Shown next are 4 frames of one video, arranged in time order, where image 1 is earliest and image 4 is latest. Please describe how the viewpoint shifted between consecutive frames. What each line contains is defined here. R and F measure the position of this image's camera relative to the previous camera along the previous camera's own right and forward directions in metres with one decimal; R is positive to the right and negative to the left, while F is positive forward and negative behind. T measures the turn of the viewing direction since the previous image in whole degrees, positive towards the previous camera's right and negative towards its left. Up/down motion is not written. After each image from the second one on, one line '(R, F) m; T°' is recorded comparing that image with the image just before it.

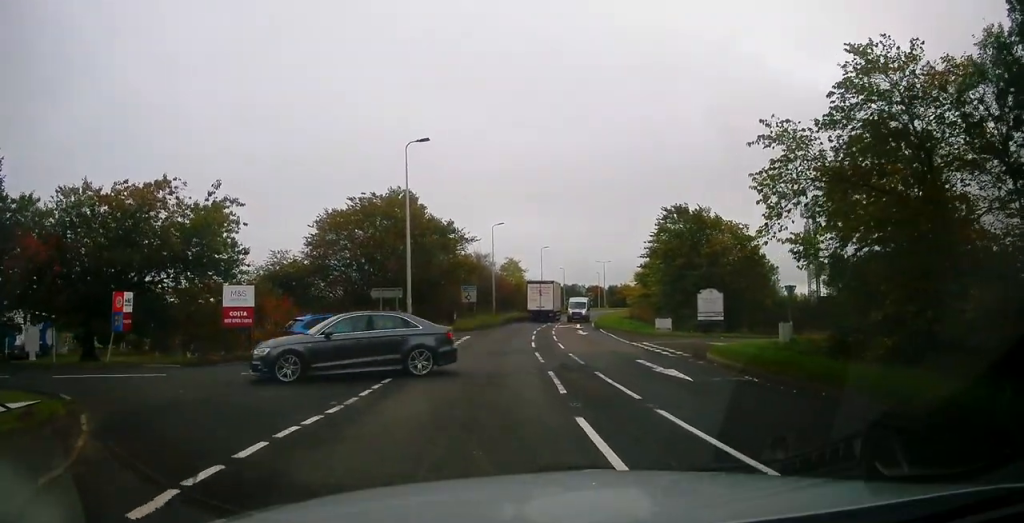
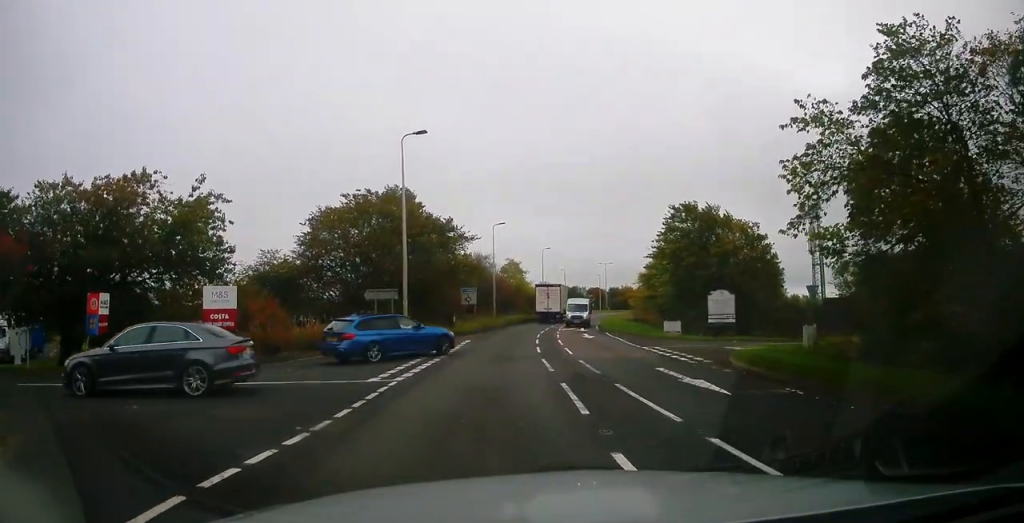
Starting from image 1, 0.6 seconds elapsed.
(0.0, +1.8) m; +4°
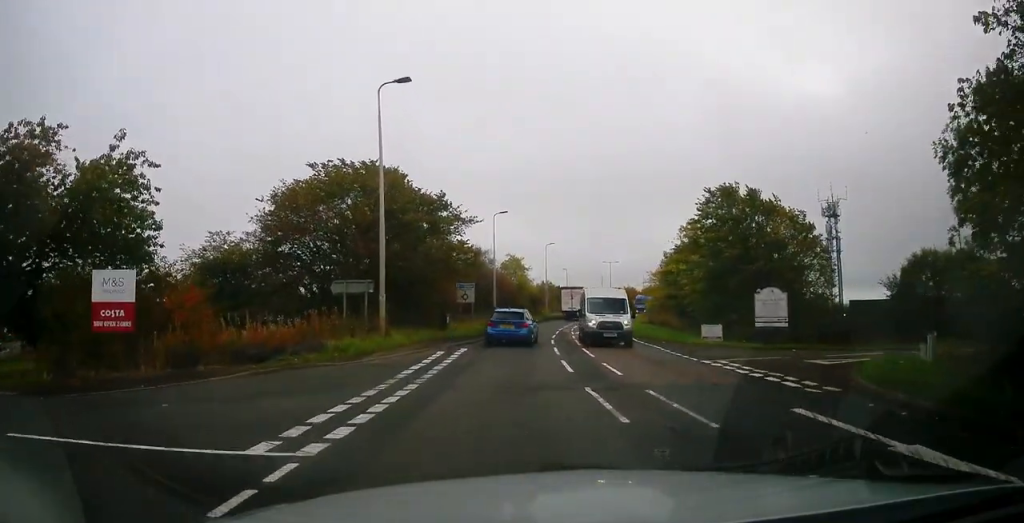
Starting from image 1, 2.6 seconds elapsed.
(+0.9, +6.9) m; +7°
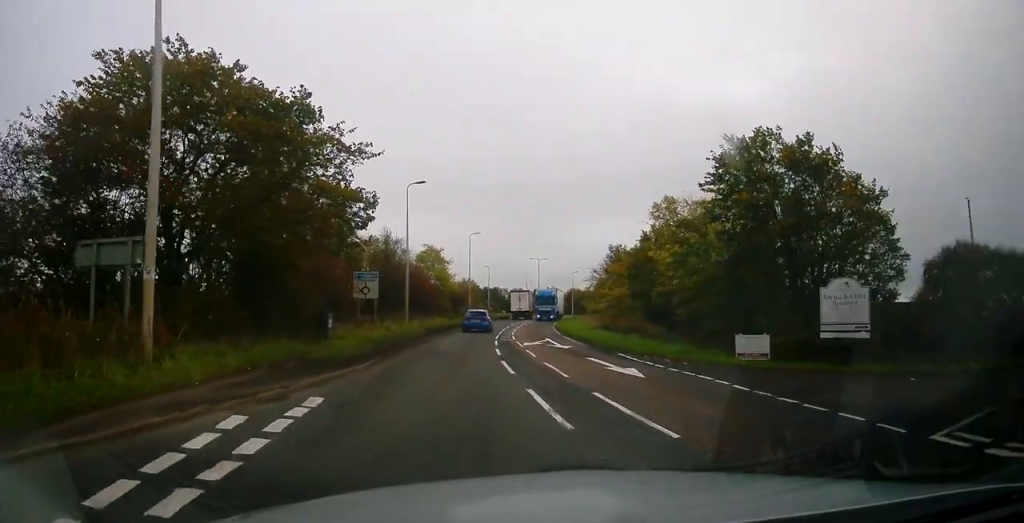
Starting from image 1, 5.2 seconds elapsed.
(-0.7, +11.9) m; +20°
